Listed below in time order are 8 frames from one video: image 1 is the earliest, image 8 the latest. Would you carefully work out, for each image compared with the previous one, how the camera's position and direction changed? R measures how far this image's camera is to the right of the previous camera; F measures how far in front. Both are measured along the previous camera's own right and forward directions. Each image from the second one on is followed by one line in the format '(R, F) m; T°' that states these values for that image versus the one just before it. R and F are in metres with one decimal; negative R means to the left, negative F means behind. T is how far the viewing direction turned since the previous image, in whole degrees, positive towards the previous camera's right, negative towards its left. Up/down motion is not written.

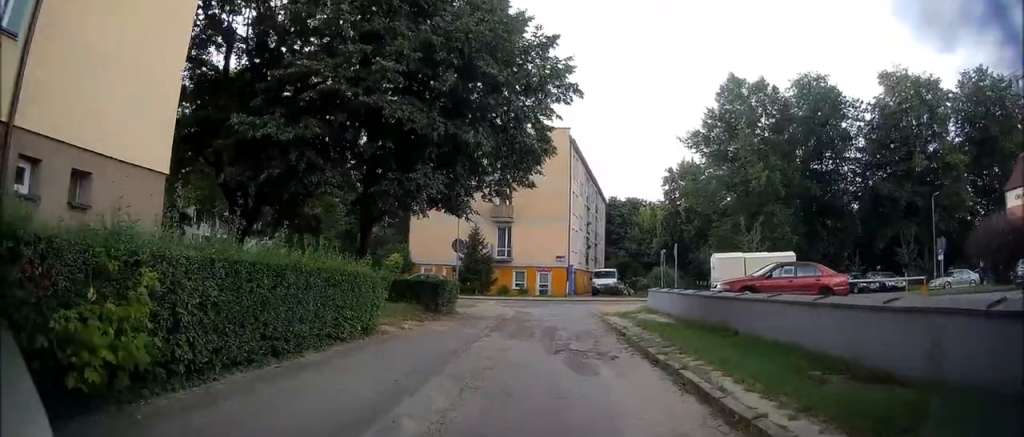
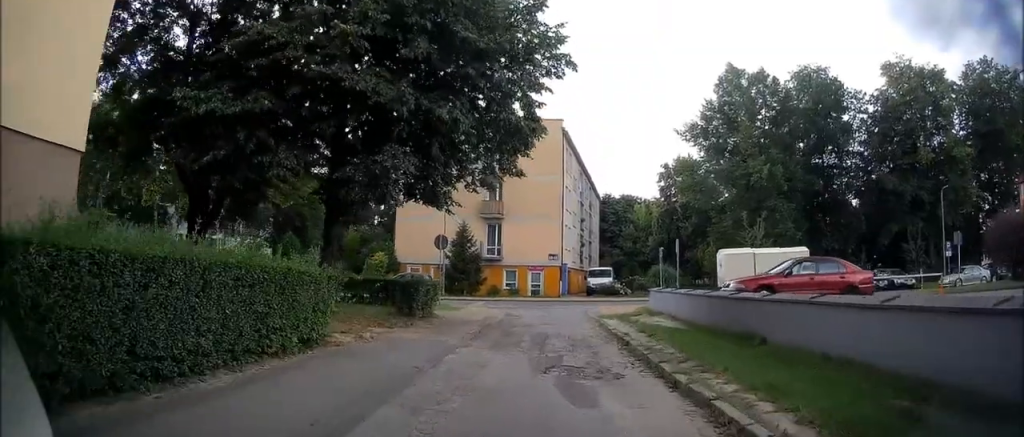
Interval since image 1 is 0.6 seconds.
(0.0, +2.0) m; -1°
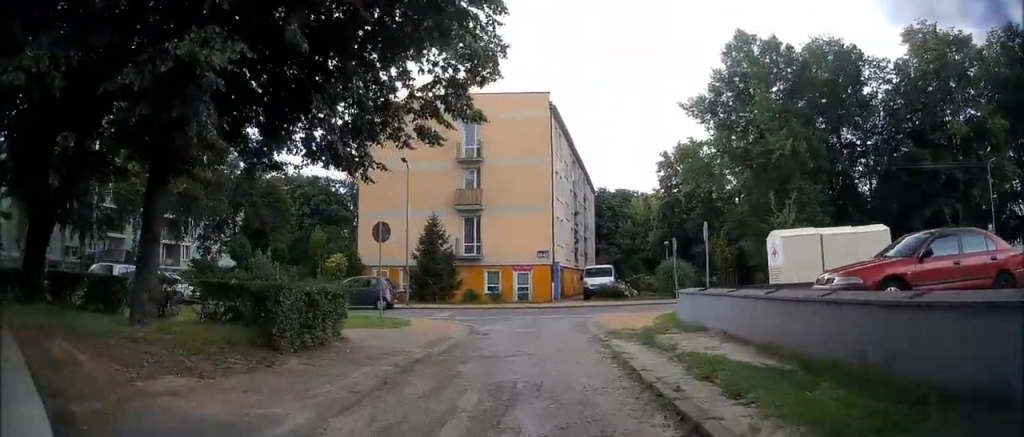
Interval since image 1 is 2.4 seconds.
(-0.2, +7.2) m; -2°
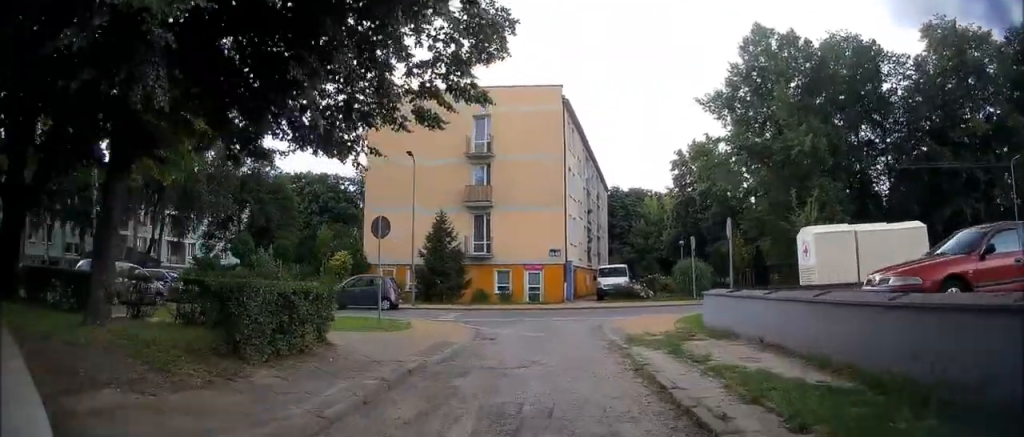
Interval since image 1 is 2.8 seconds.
(0.0, +1.4) m; 0°
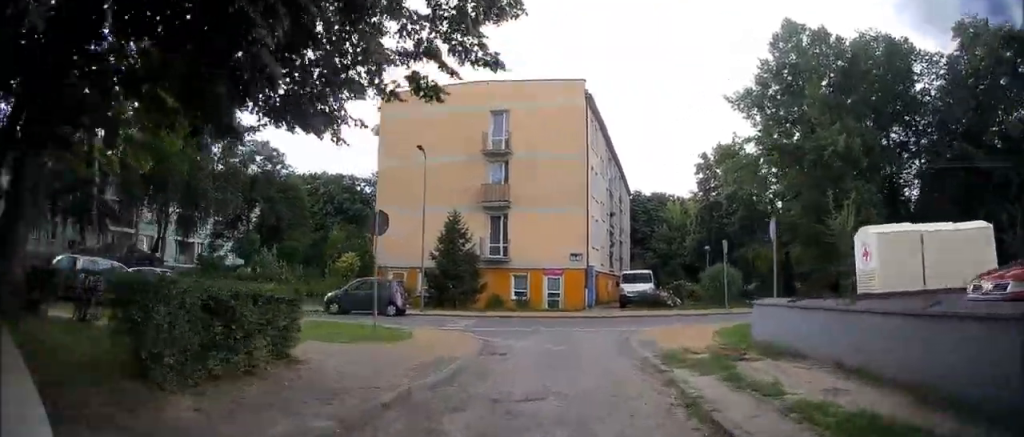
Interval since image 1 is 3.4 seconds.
(0.0, +2.0) m; -1°
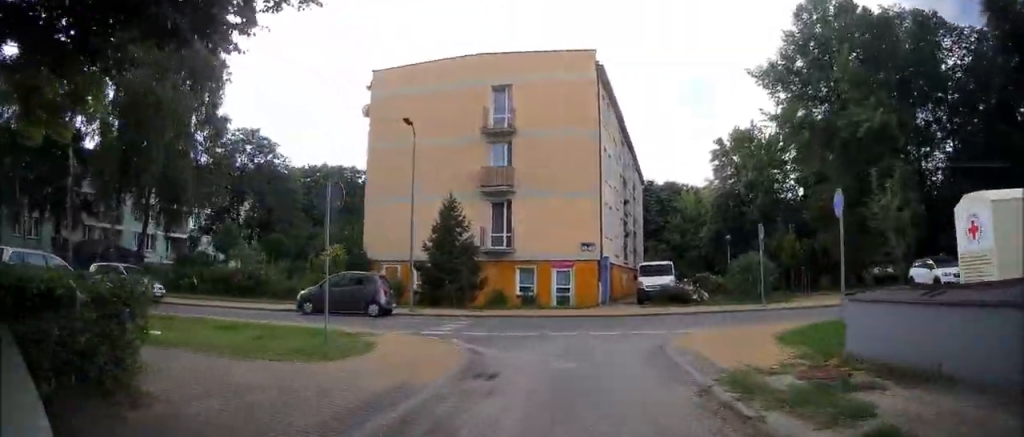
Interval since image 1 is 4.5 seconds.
(-0.1, +3.2) m; -3°
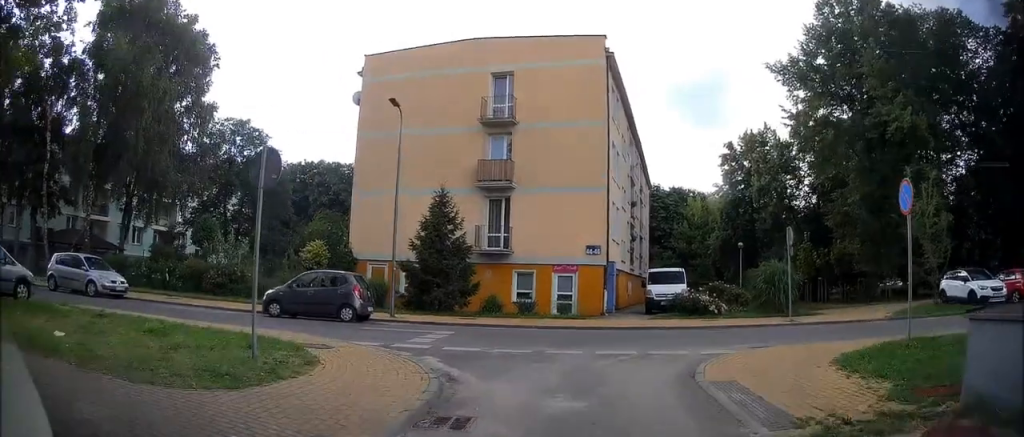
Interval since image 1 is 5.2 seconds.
(-0.1, +2.1) m; -1°
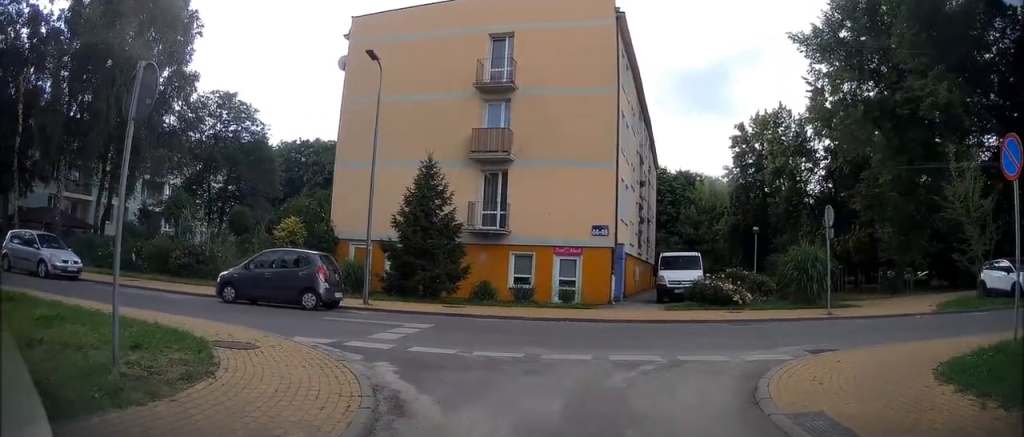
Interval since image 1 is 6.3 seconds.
(0.0, +3.1) m; -1°
